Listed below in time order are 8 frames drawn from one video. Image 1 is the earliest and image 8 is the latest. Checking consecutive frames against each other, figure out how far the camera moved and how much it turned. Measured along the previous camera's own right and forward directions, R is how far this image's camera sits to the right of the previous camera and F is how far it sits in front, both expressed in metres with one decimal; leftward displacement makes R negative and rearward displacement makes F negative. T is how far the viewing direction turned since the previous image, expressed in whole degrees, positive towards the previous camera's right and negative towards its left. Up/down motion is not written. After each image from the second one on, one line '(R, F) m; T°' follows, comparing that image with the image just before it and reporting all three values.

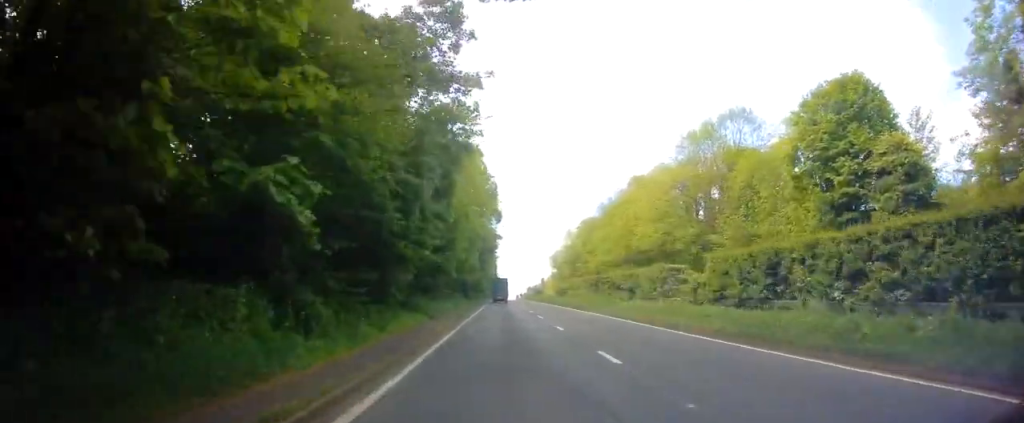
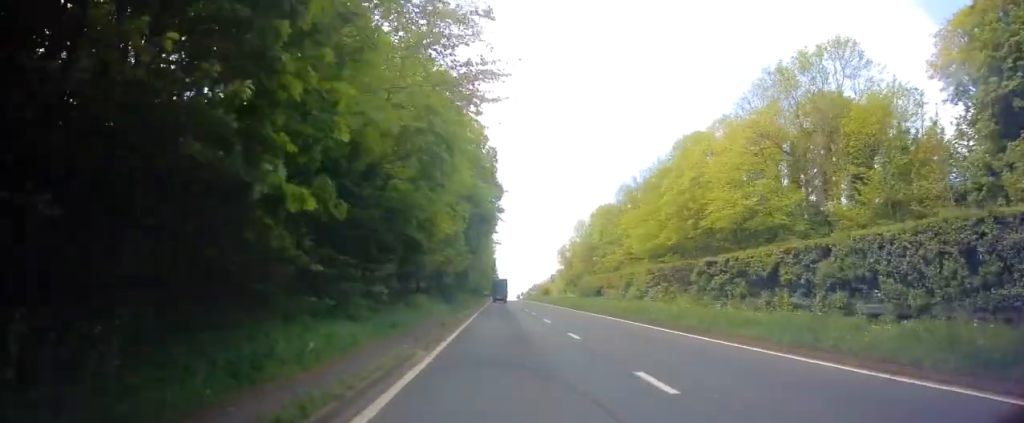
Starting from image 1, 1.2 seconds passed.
(-0.1, +20.5) m; +1°
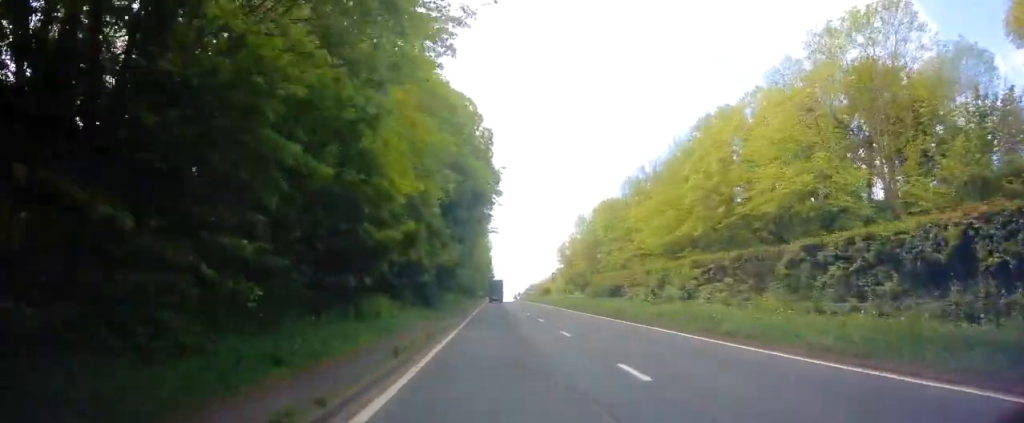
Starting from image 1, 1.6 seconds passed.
(+0.1, +7.8) m; +1°
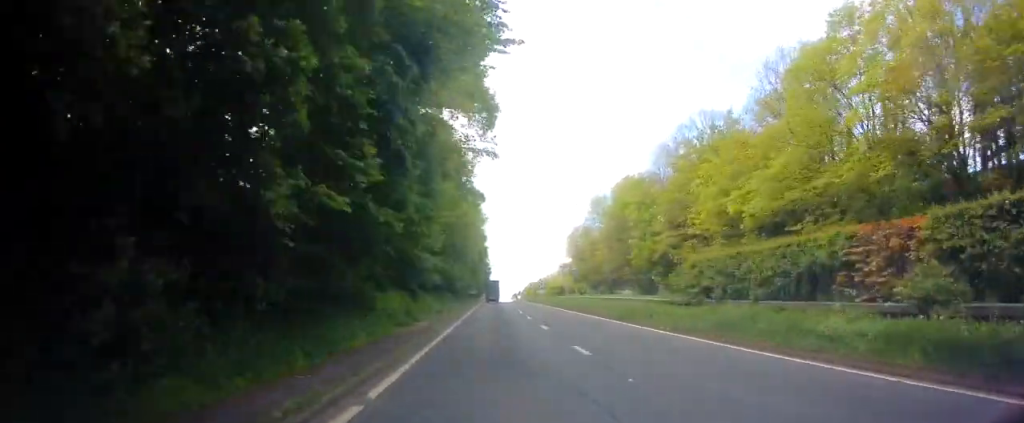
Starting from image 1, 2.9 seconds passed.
(+0.4, +23.1) m; +1°
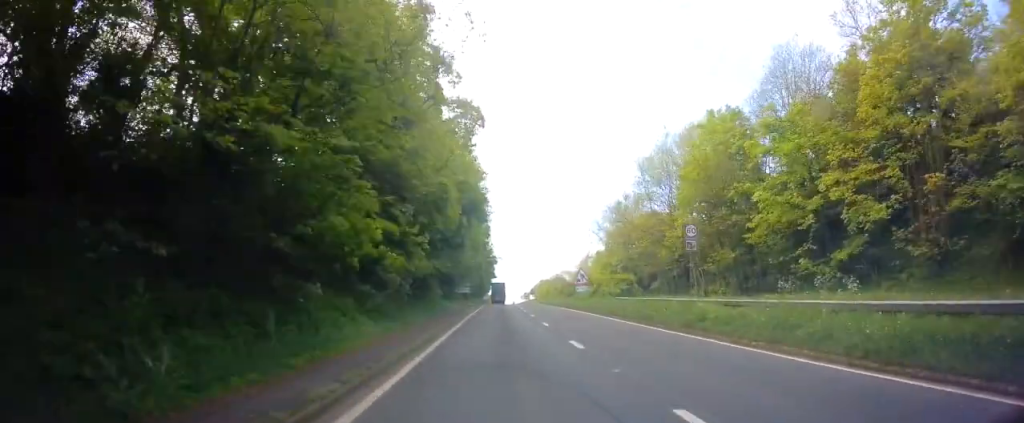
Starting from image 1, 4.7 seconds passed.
(-0.7, +33.5) m; -1°
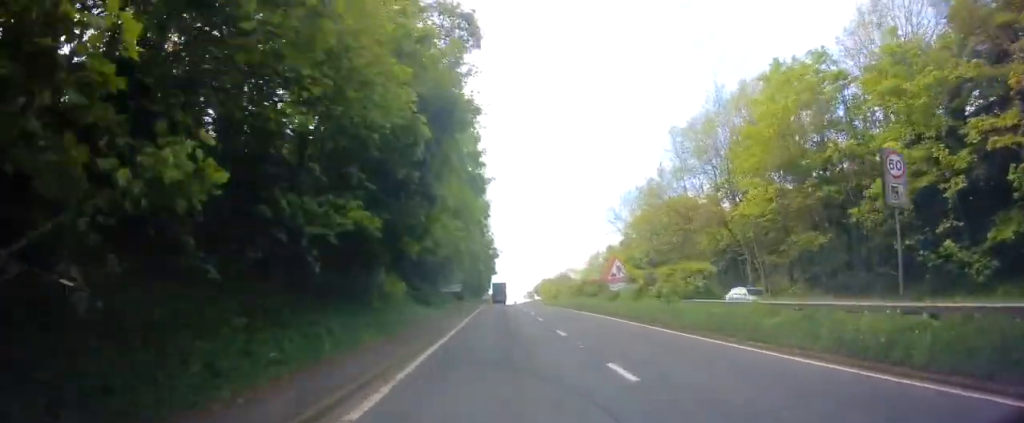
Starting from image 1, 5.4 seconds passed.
(+0.1, +13.7) m; +1°
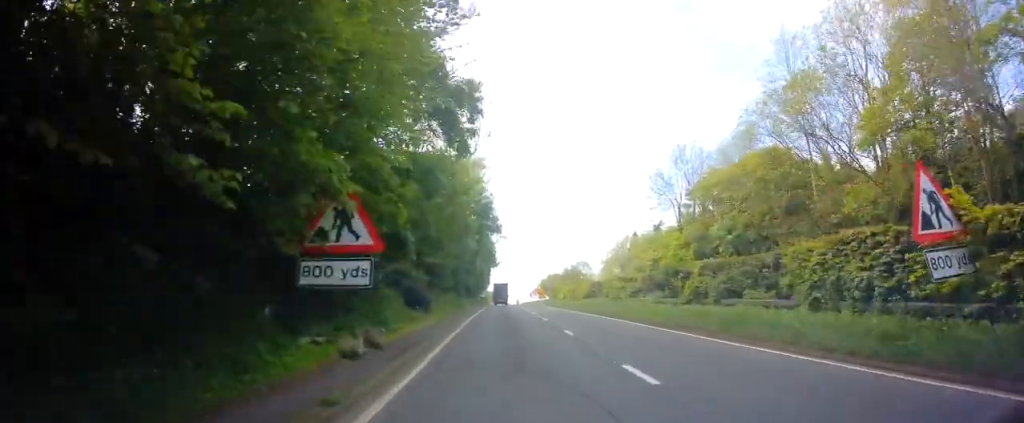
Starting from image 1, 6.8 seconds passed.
(+0.3, +25.5) m; +1°
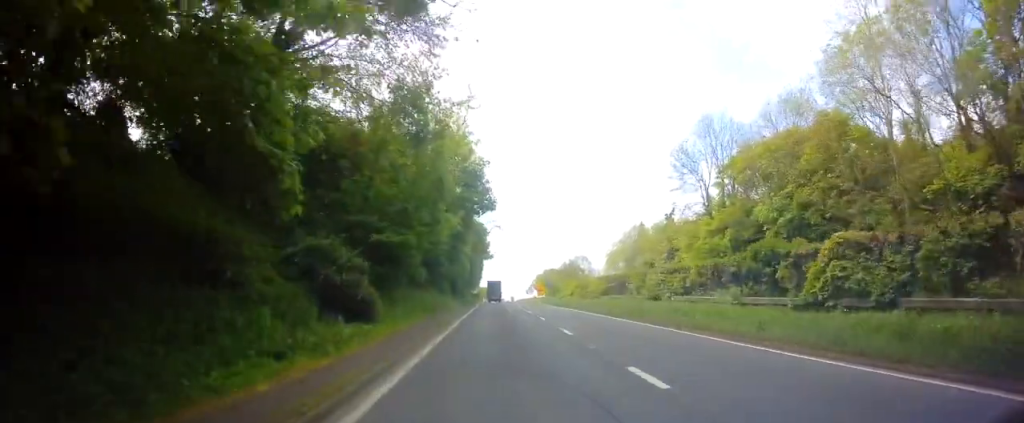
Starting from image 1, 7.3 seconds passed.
(0.0, +9.9) m; +1°
